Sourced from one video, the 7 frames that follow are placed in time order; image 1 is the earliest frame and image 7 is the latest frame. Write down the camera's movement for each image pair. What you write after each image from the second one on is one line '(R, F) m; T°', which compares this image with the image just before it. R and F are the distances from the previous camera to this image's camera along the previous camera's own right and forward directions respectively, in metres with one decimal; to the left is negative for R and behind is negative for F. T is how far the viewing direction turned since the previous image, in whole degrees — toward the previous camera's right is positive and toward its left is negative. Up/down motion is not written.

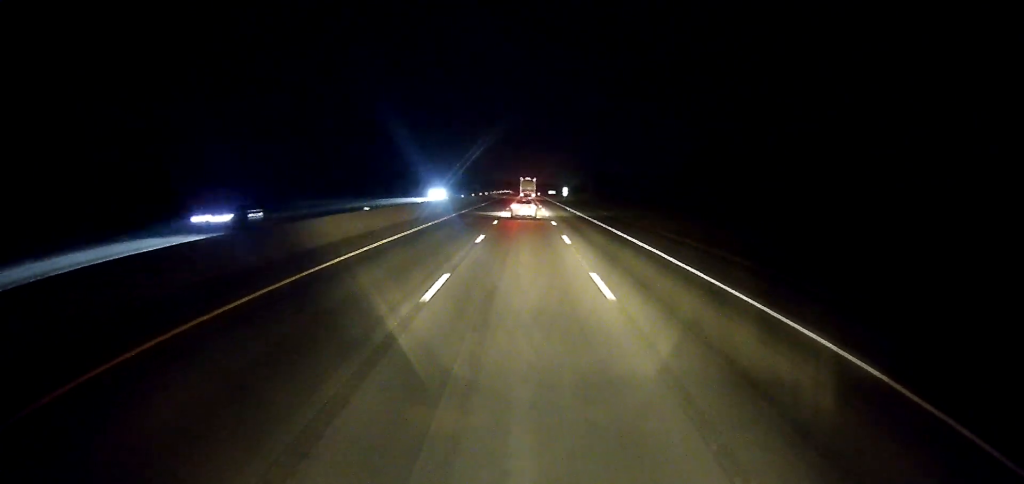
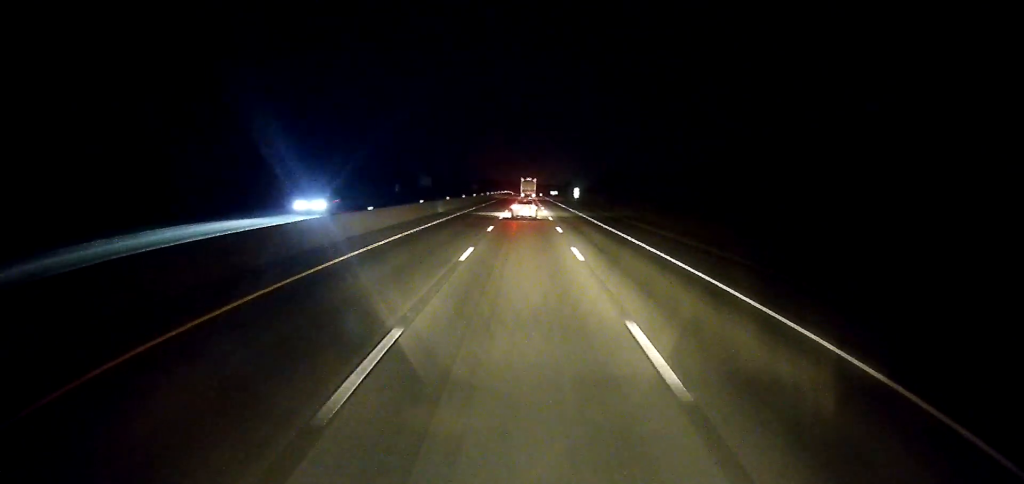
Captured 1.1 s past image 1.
(-0.2, +29.6) m; -1°
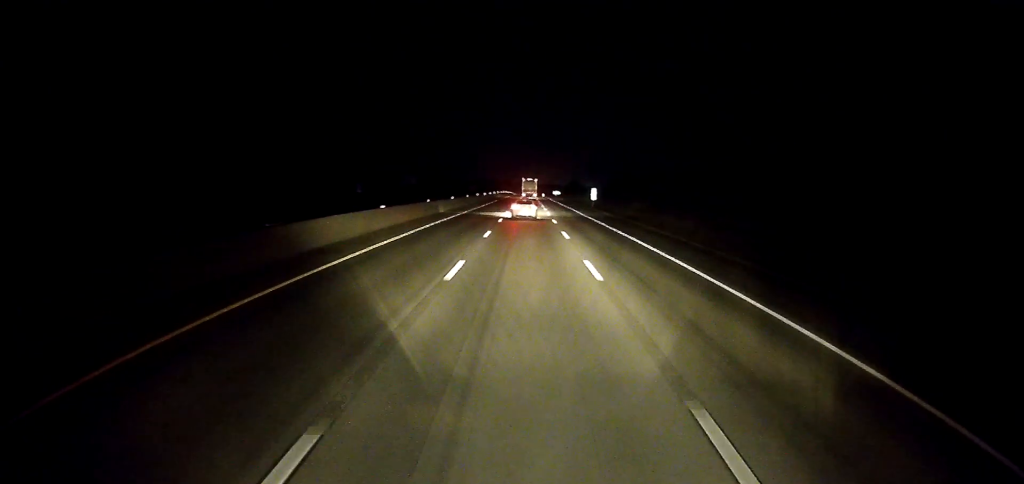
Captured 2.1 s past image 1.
(-0.2, +27.9) m; 0°
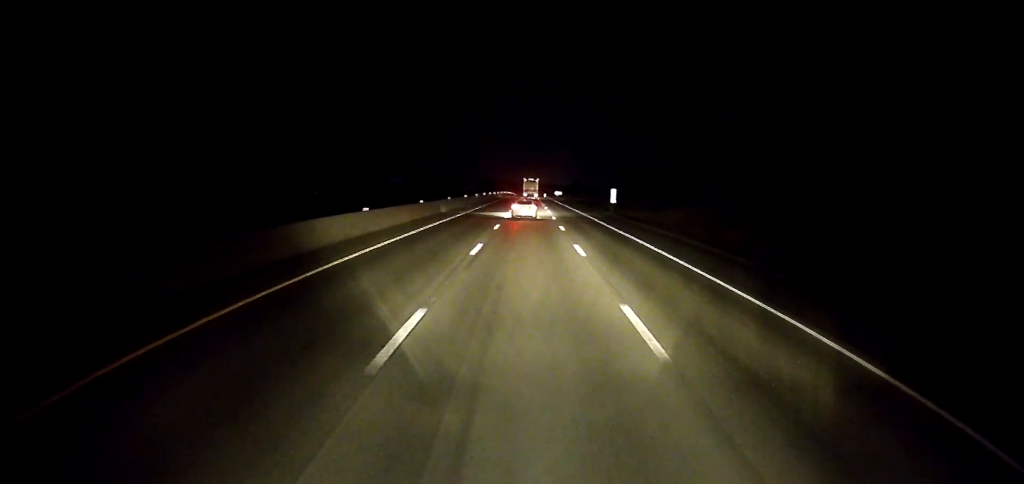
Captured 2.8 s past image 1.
(0.0, +19.0) m; 0°
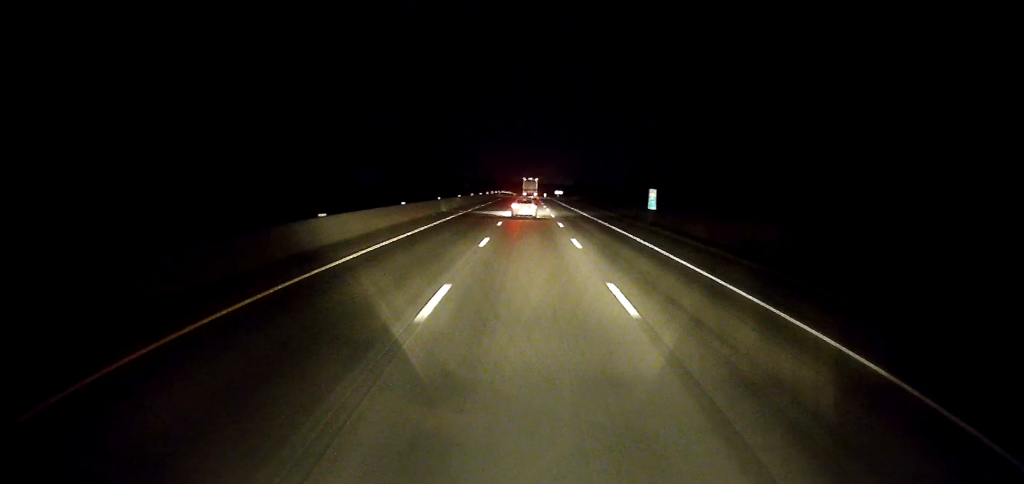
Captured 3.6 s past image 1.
(0.0, +21.7) m; 0°
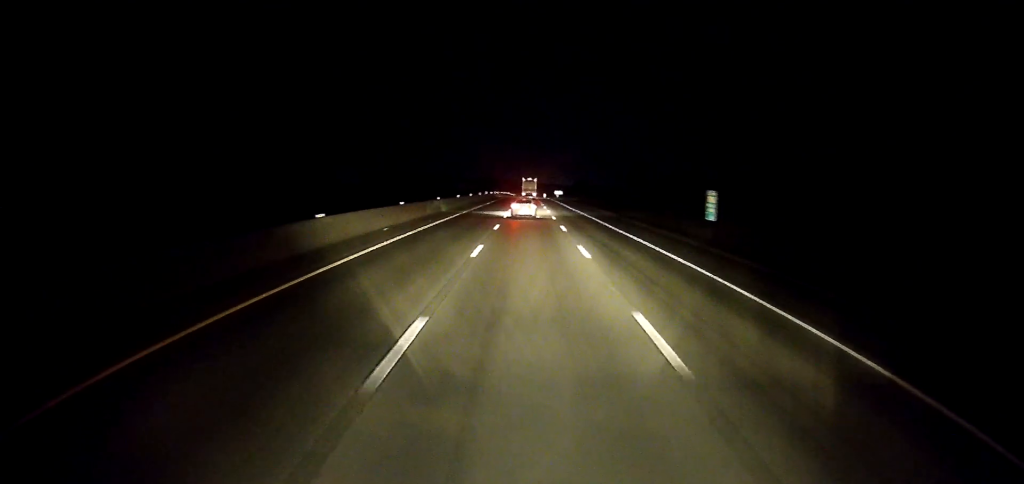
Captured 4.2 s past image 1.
(0.0, +15.4) m; 0°
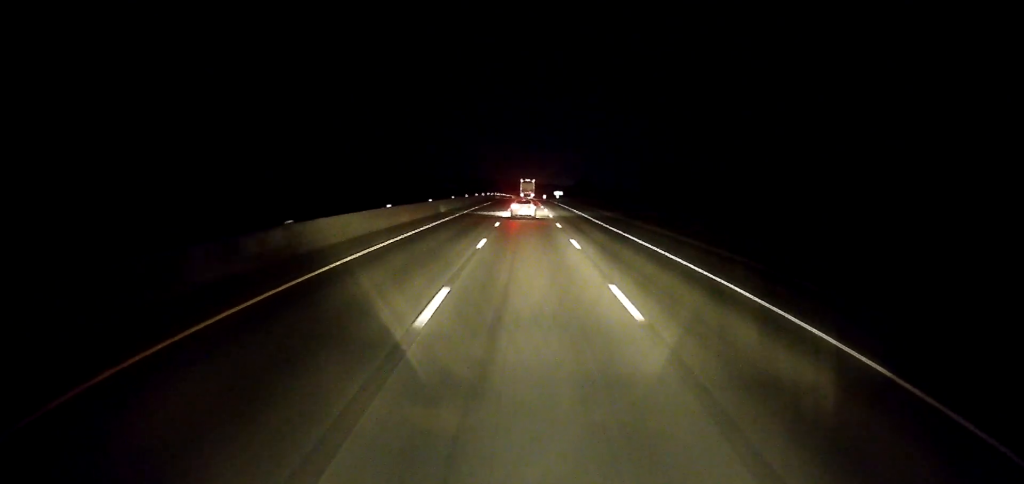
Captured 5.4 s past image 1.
(0.0, +33.5) m; +2°
